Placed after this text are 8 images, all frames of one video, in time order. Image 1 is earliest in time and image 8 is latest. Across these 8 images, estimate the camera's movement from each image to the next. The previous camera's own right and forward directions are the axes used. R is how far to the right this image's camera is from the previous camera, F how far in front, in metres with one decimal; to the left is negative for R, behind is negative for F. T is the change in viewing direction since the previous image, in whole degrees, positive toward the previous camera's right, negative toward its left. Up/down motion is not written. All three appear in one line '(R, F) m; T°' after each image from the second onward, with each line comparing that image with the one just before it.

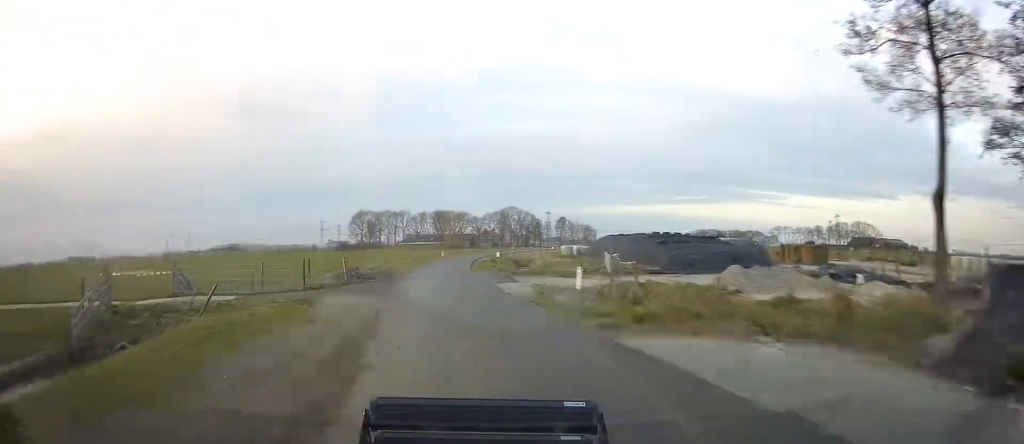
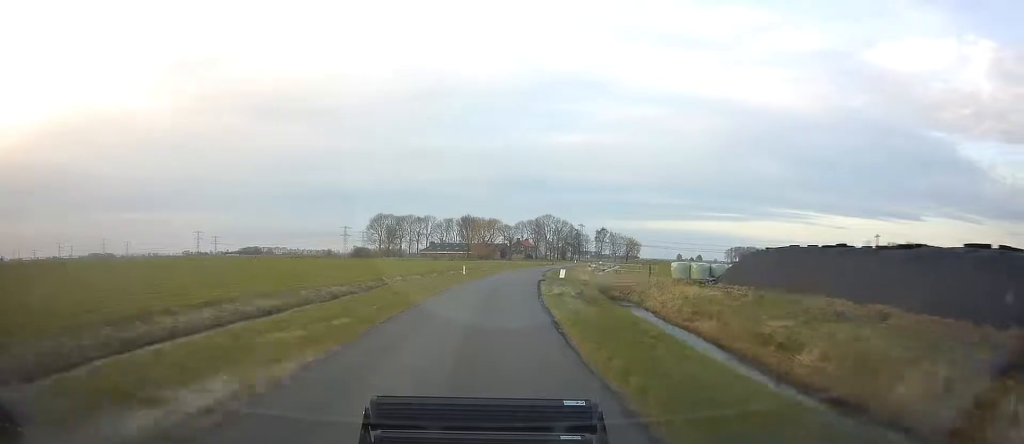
(-2.7, +28.8) m; -4°
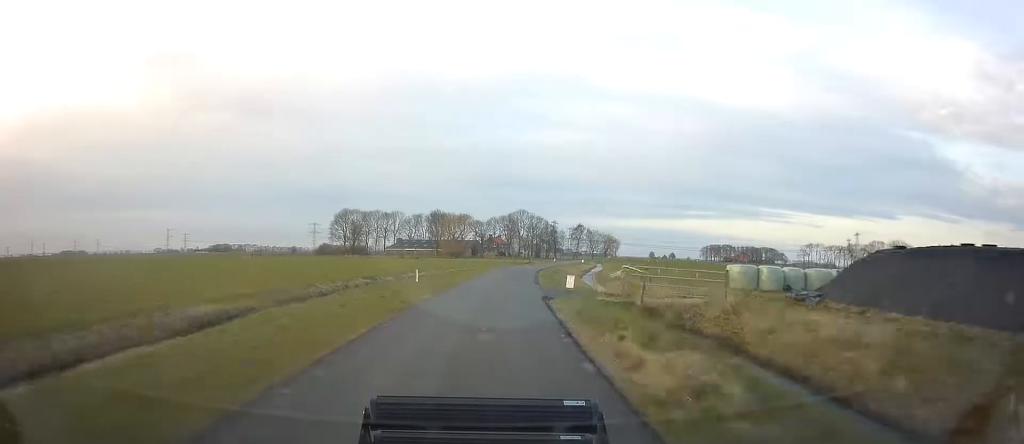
(0.0, +13.9) m; +1°
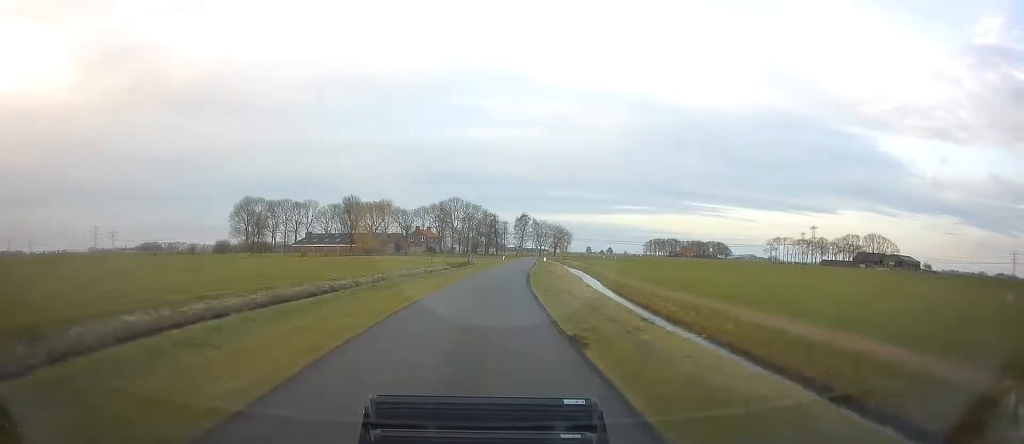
(+2.1, +40.6) m; +6°
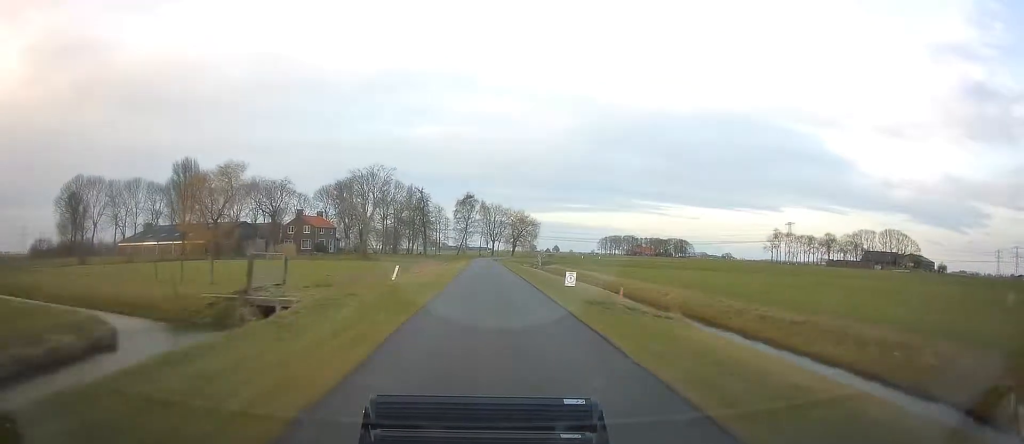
(+4.3, +69.4) m; +5°
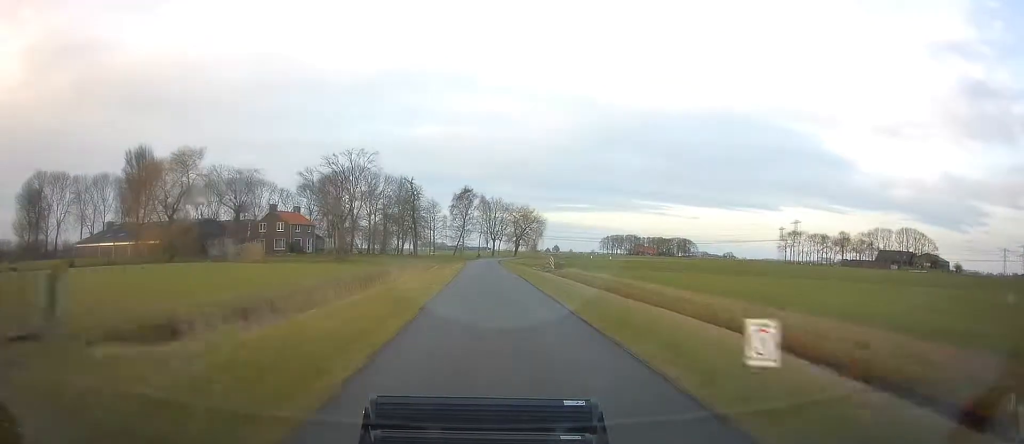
(0.0, +14.3) m; 0°
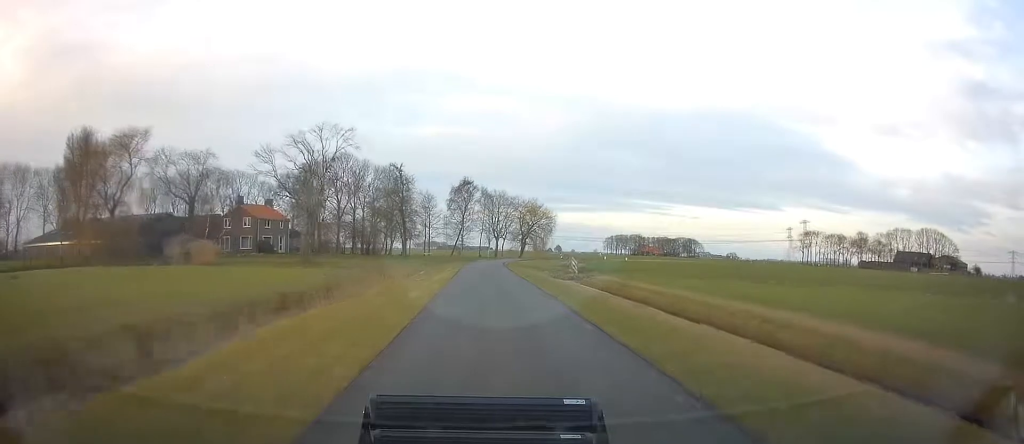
(0.0, +14.6) m; 0°
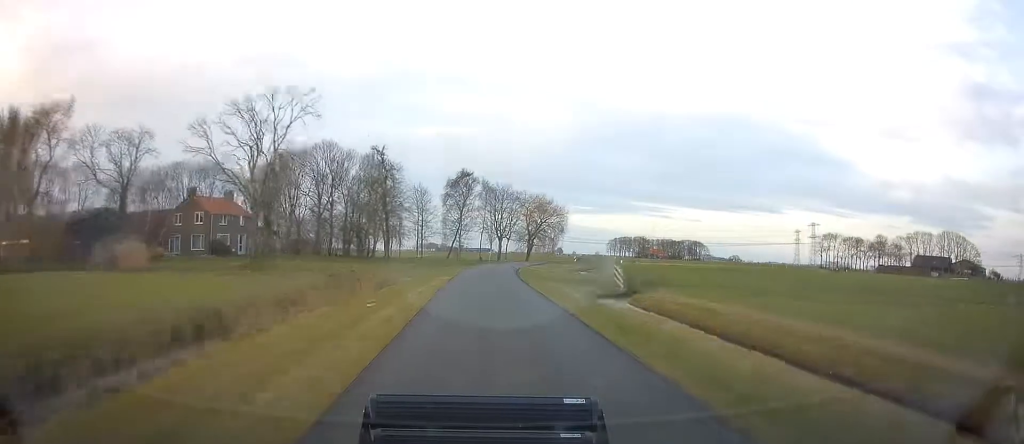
(0.0, +15.7) m; +1°
